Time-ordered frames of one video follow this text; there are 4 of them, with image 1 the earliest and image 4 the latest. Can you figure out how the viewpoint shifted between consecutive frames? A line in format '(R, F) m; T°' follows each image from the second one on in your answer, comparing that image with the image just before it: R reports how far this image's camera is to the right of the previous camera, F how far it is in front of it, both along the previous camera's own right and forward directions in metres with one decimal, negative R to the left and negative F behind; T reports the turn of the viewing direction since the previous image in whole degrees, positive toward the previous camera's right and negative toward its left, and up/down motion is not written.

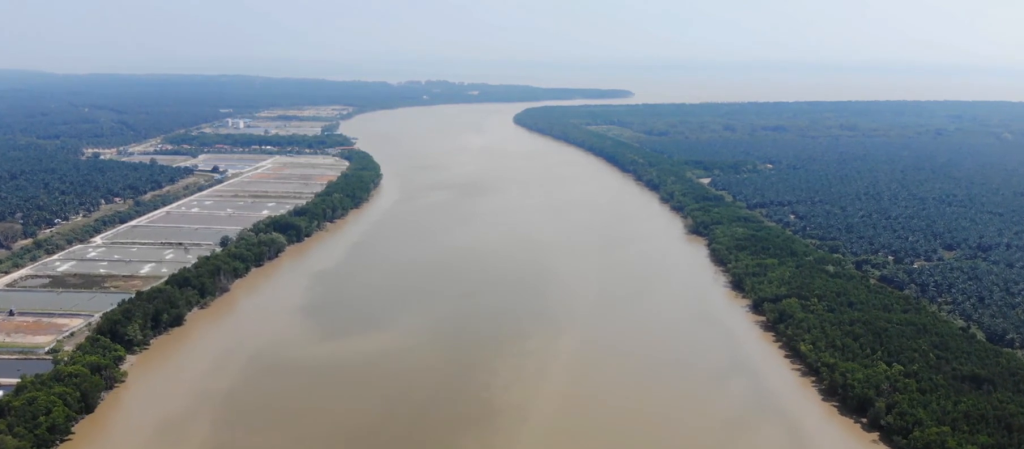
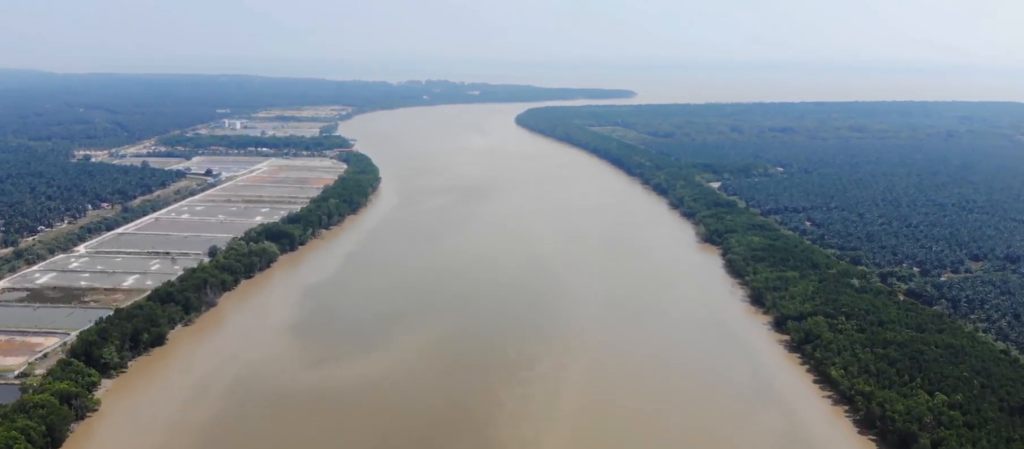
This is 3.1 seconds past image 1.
(-0.2, +35.3) m; -1°
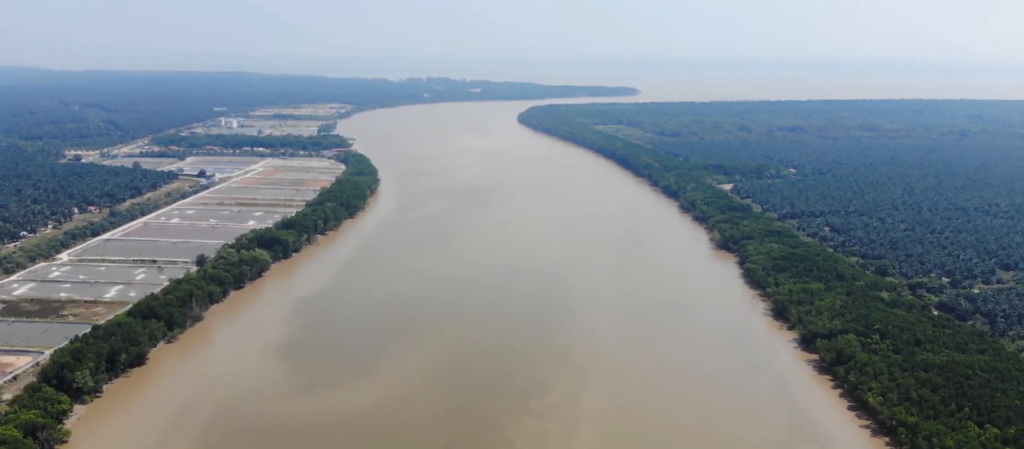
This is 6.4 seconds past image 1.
(-0.2, +35.9) m; 0°
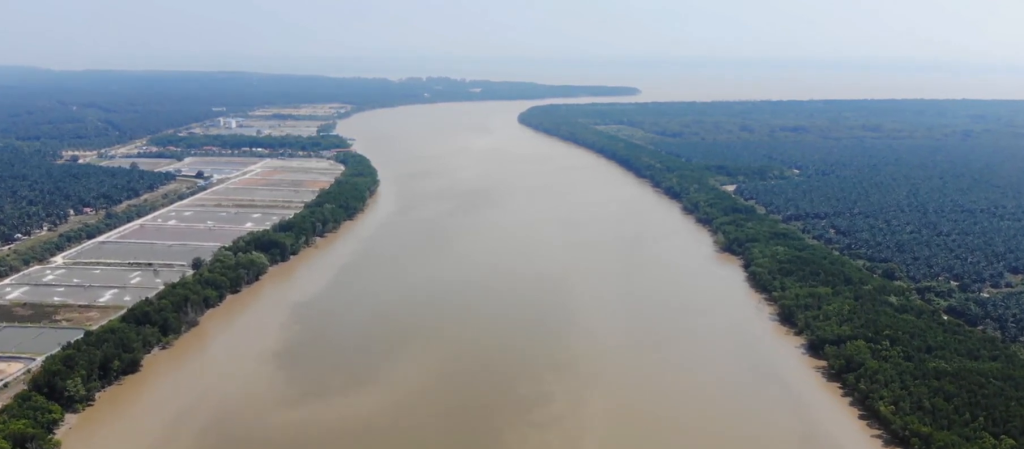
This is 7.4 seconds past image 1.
(0.0, +10.2) m; 0°
